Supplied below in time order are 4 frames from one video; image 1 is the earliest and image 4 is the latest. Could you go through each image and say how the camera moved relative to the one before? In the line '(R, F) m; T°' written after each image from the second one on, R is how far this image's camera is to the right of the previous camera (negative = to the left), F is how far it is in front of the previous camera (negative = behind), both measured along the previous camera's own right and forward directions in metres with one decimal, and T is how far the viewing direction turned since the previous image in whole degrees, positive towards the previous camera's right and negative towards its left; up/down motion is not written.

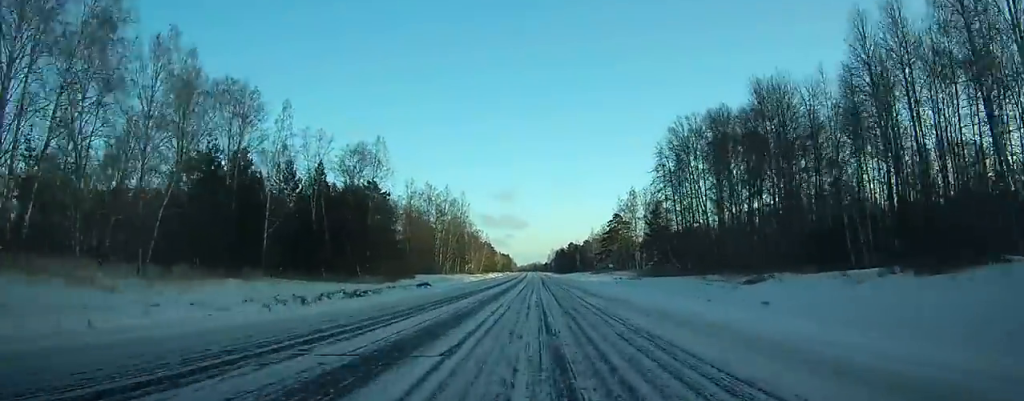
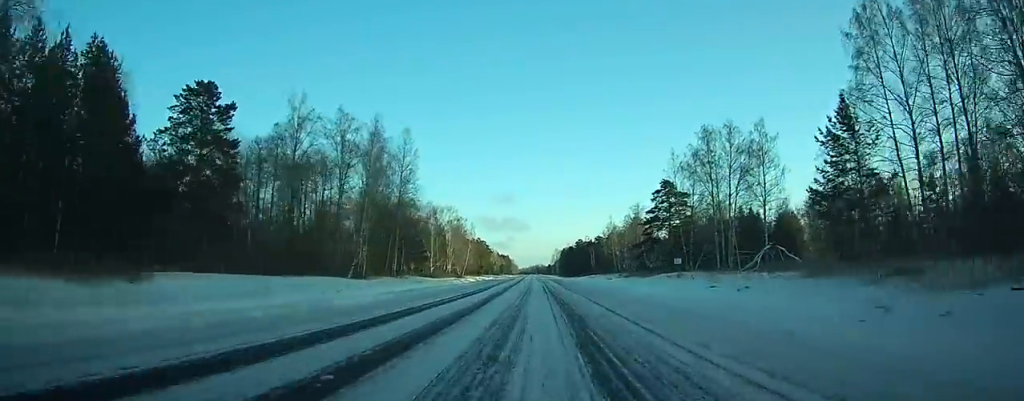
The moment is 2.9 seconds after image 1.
(-0.6, +70.8) m; 0°
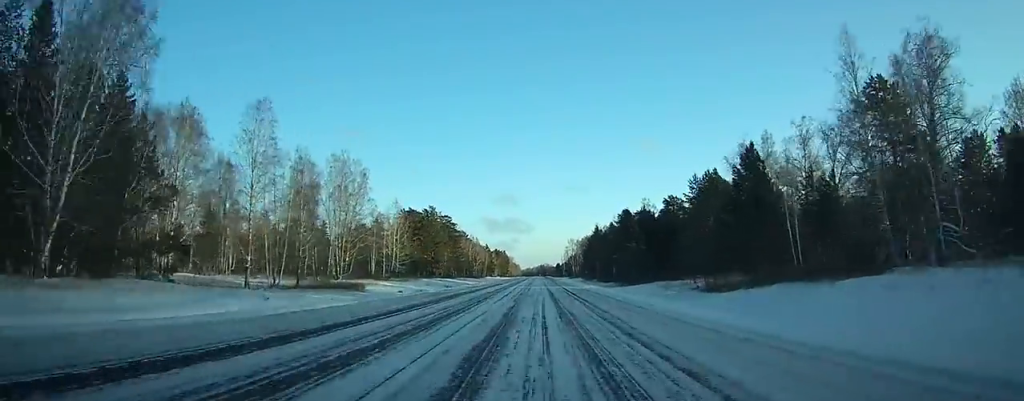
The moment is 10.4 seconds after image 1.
(0.0, +184.5) m; 0°
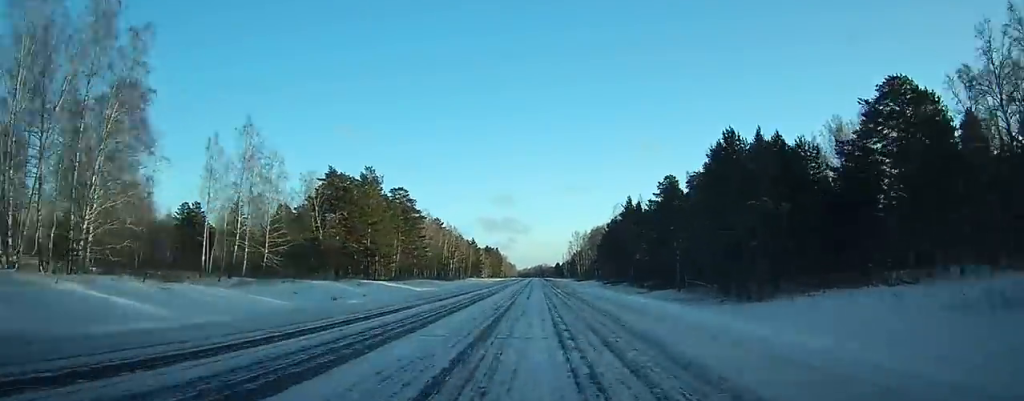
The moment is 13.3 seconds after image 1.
(-0.1, +72.5) m; 0°
